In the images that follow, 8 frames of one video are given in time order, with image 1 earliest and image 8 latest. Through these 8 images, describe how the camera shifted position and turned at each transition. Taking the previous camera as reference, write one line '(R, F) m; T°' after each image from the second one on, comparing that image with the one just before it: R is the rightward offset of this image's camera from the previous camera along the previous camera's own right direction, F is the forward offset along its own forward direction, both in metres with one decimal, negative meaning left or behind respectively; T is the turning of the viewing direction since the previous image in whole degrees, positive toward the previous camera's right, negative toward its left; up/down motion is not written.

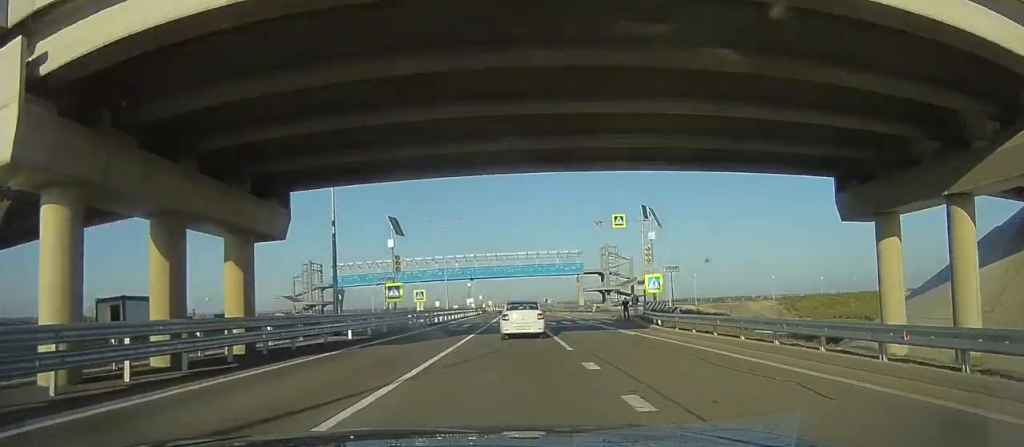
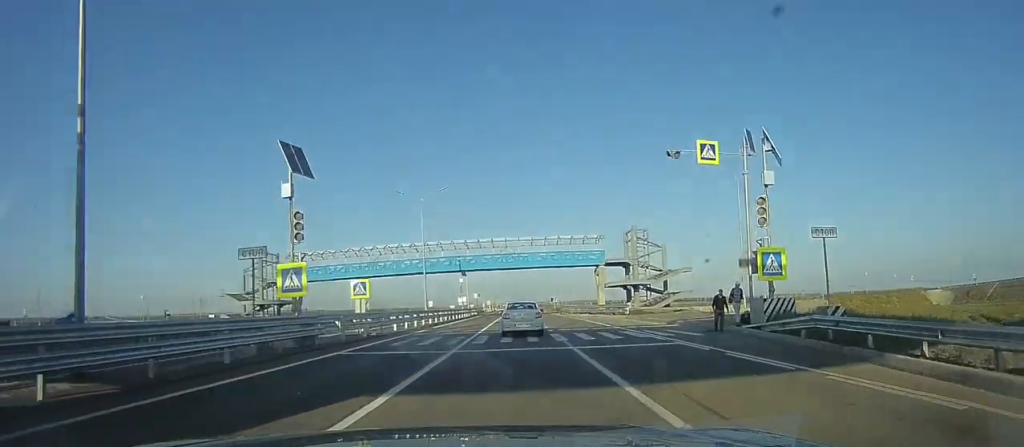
(-1.4, +16.5) m; -6°
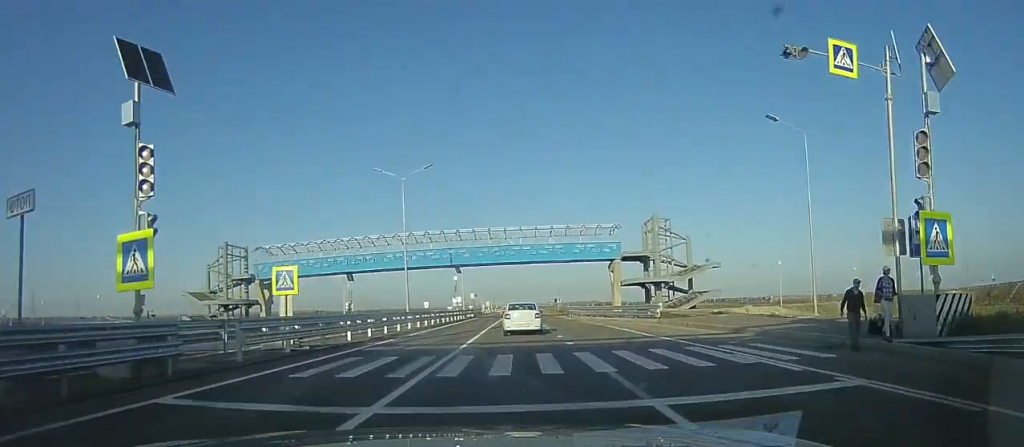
(0.0, +8.9) m; 0°
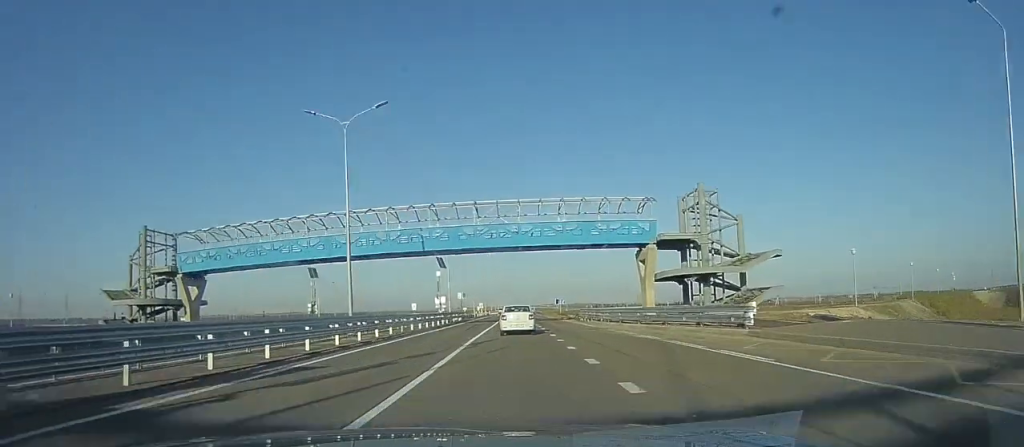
(0.0, +13.7) m; 0°
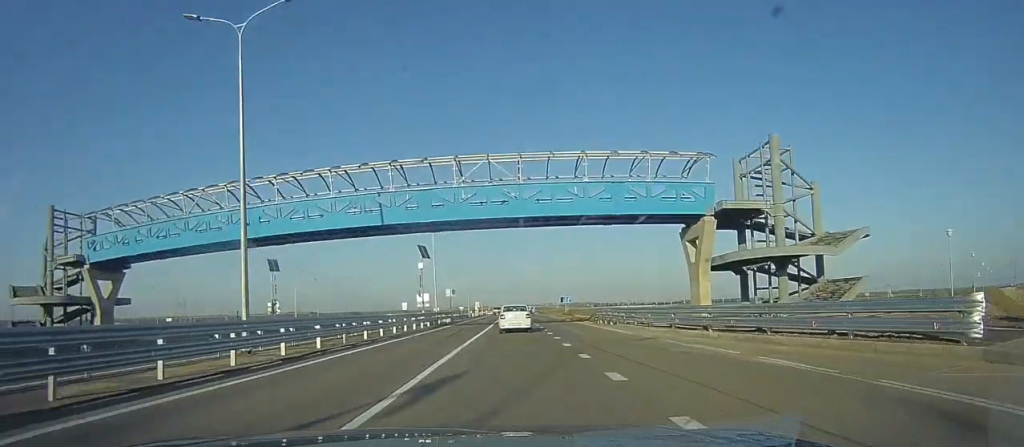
(0.0, +11.8) m; +4°
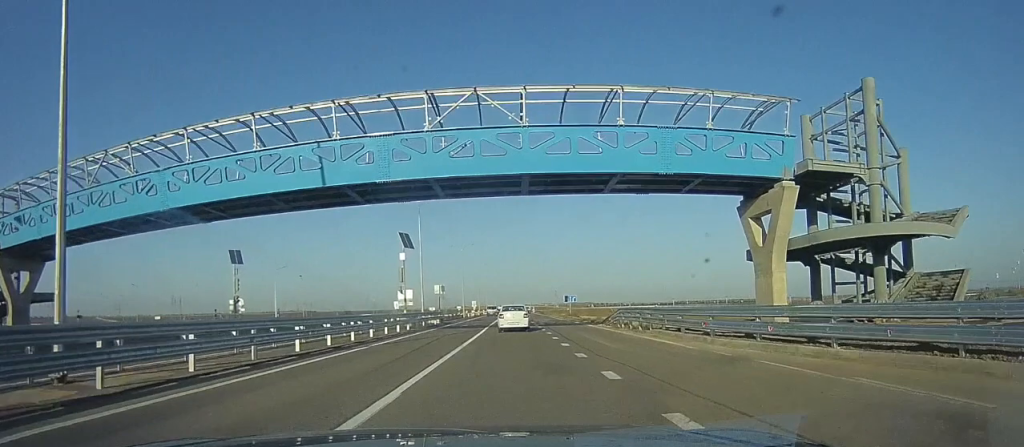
(-0.4, +7.7) m; +3°
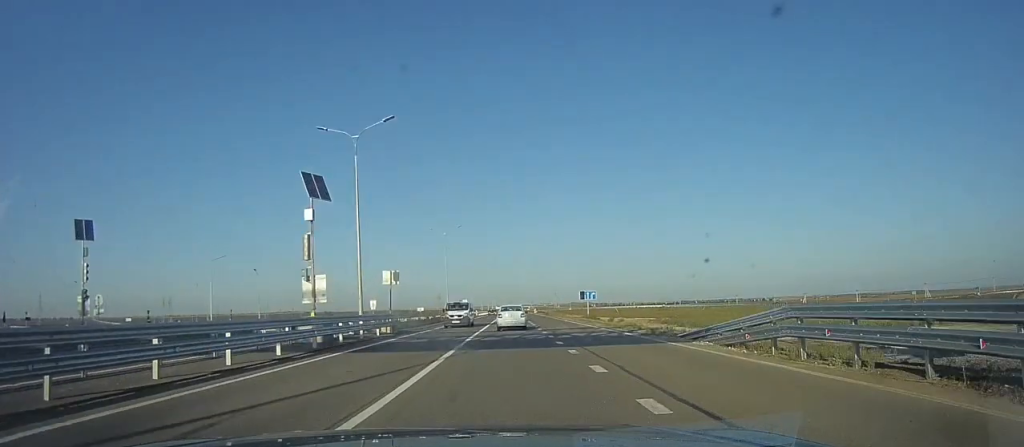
(+1.2, +19.7) m; -2°
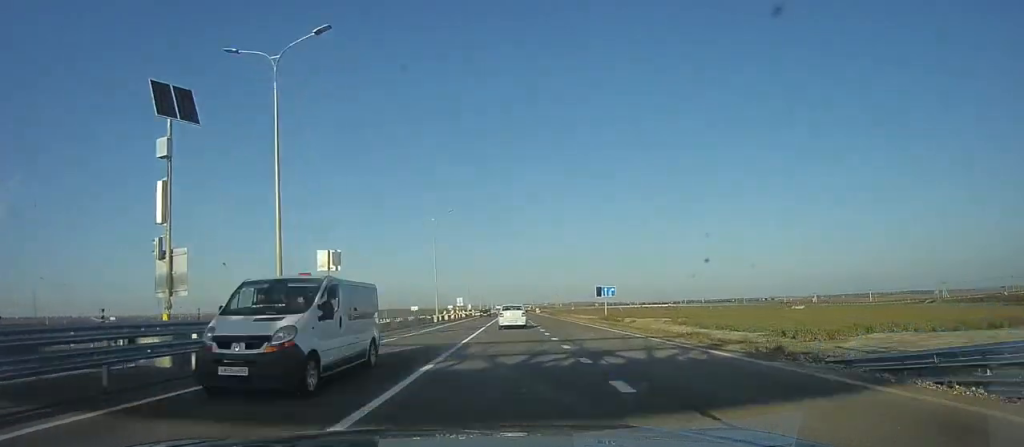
(-0.8, +10.1) m; -4°
